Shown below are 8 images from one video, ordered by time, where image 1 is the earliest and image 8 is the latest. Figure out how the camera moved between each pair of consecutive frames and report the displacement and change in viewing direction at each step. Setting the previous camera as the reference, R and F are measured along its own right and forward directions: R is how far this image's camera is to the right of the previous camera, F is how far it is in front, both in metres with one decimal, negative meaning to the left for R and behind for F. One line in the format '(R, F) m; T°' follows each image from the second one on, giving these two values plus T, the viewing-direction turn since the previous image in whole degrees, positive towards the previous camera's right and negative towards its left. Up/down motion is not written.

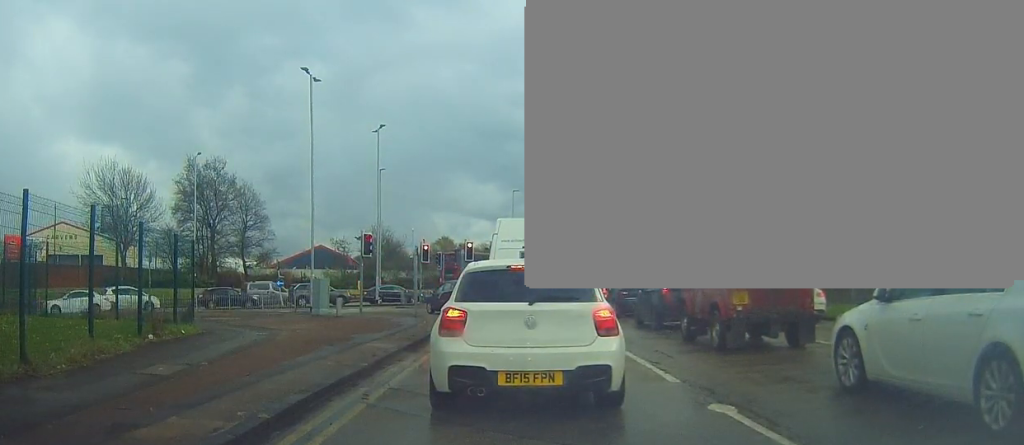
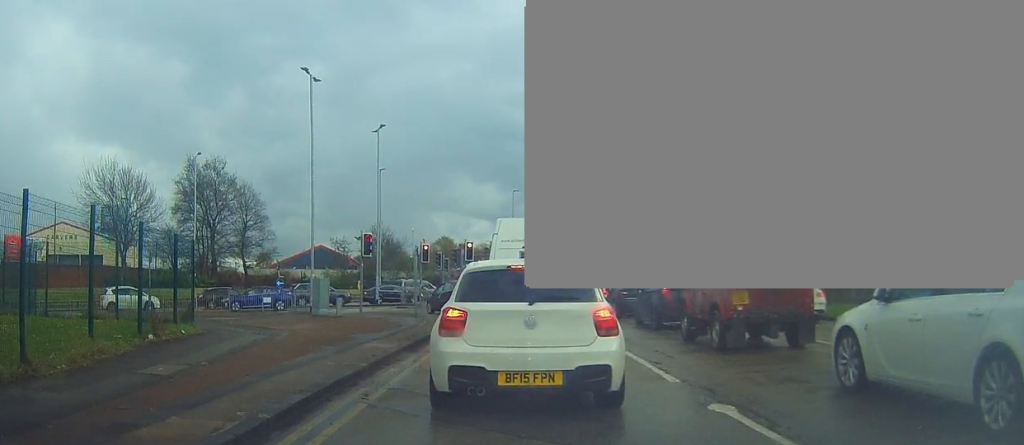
(0.0, 0.0) m; 0°
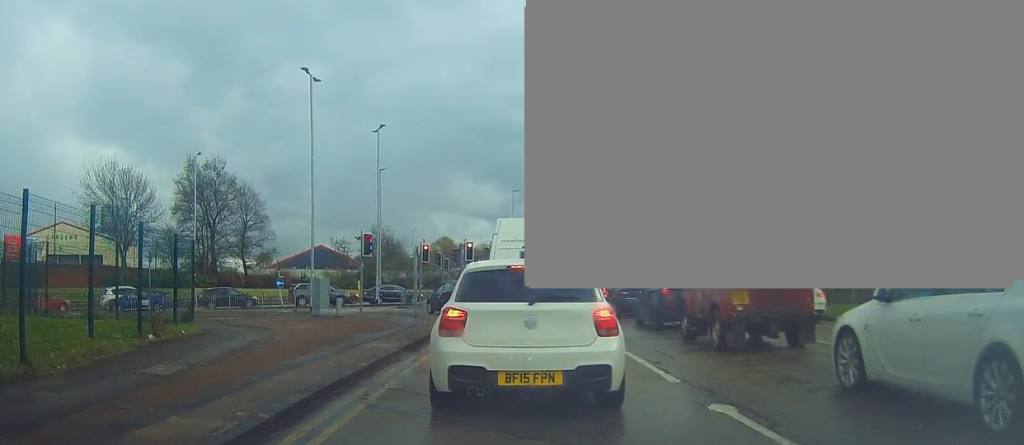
(0.0, 0.0) m; 0°
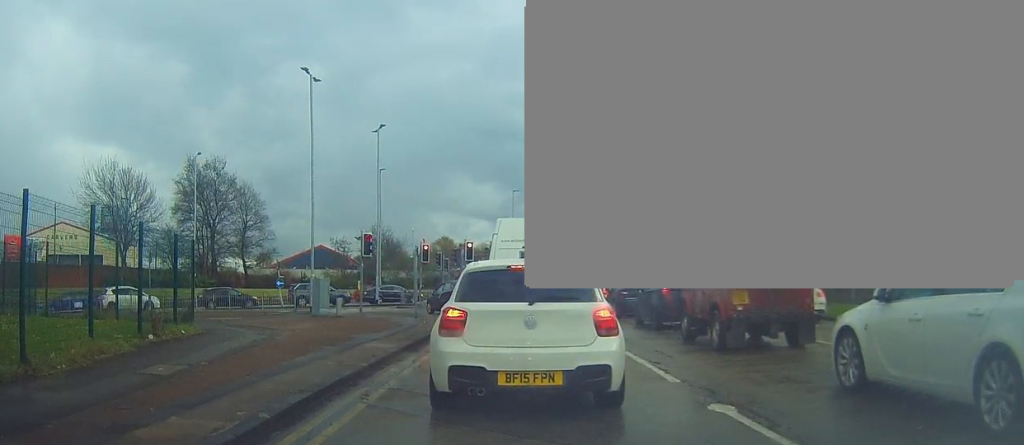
(0.0, 0.0) m; 0°
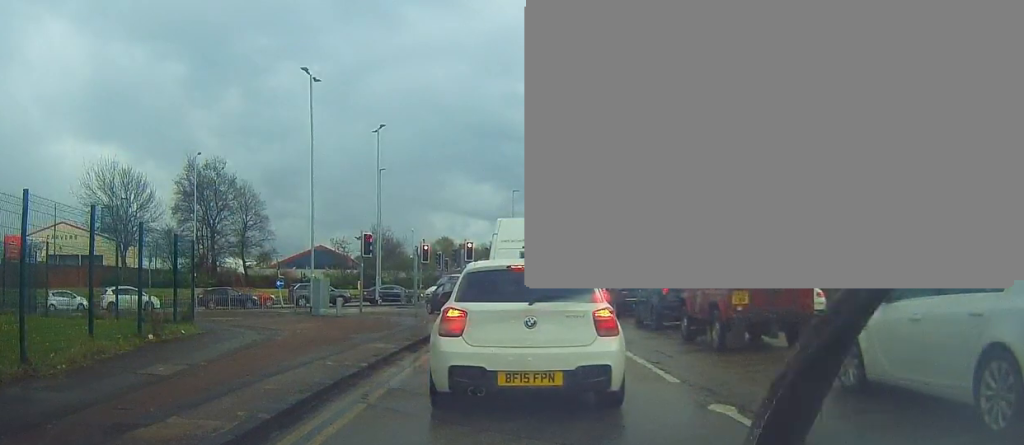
(0.0, 0.0) m; 0°
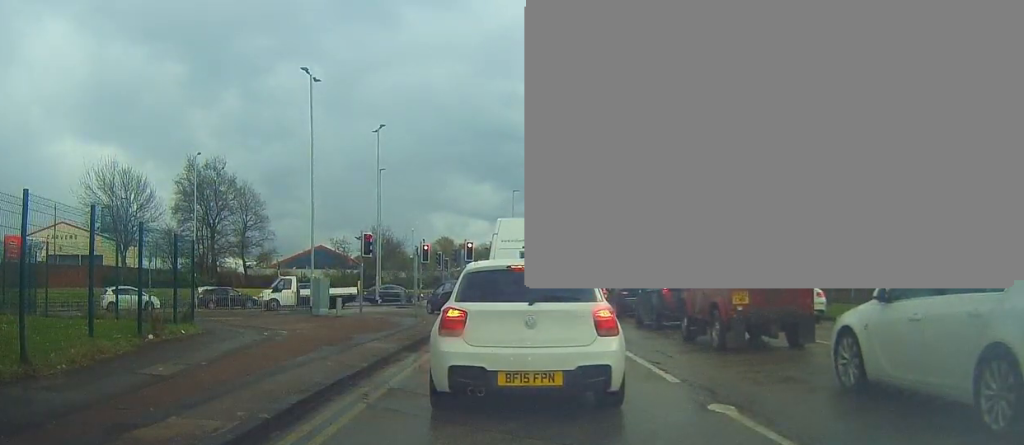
(0.0, 0.0) m; 0°
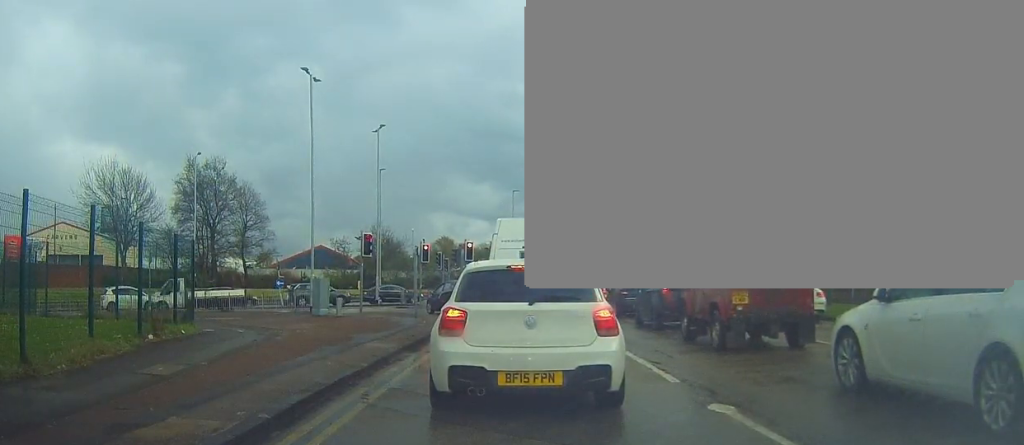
(0.0, 0.0) m; 0°
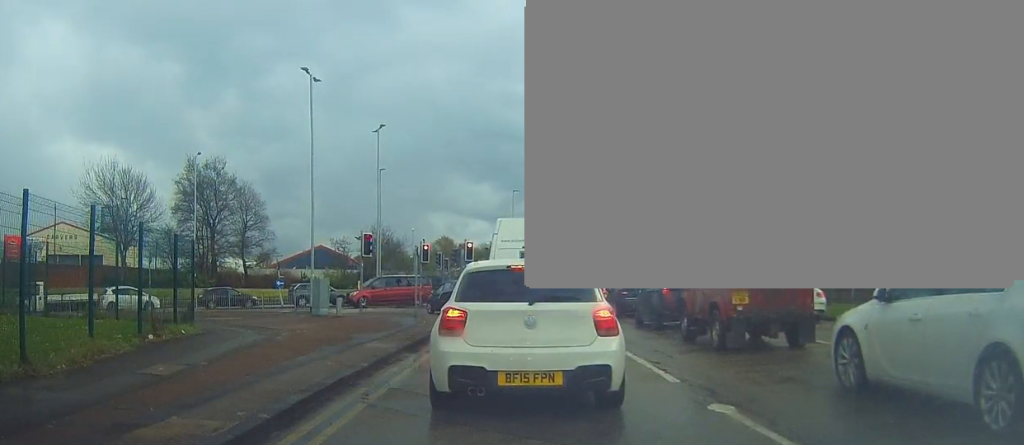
(0.0, 0.0) m; 0°
